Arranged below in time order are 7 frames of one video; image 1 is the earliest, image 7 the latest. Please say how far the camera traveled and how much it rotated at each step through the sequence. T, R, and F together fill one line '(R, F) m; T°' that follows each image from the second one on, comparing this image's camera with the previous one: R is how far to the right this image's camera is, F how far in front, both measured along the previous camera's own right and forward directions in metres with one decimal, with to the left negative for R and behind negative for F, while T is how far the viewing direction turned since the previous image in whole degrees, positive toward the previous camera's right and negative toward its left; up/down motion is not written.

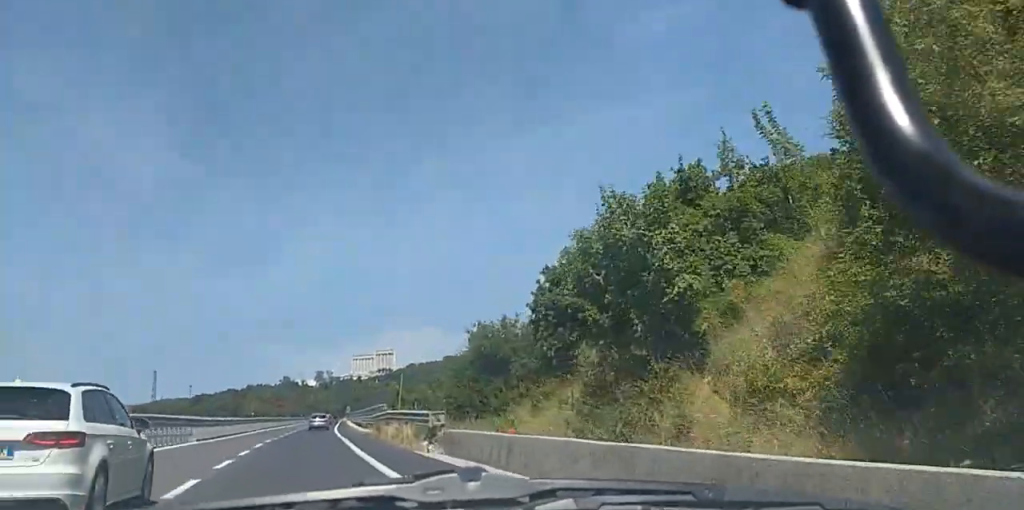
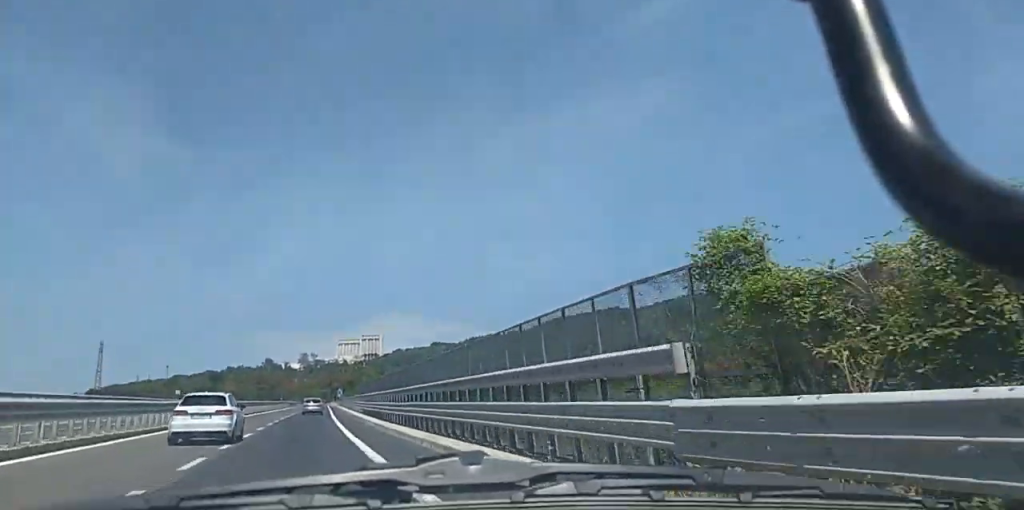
(+1.2, +40.0) m; +3°
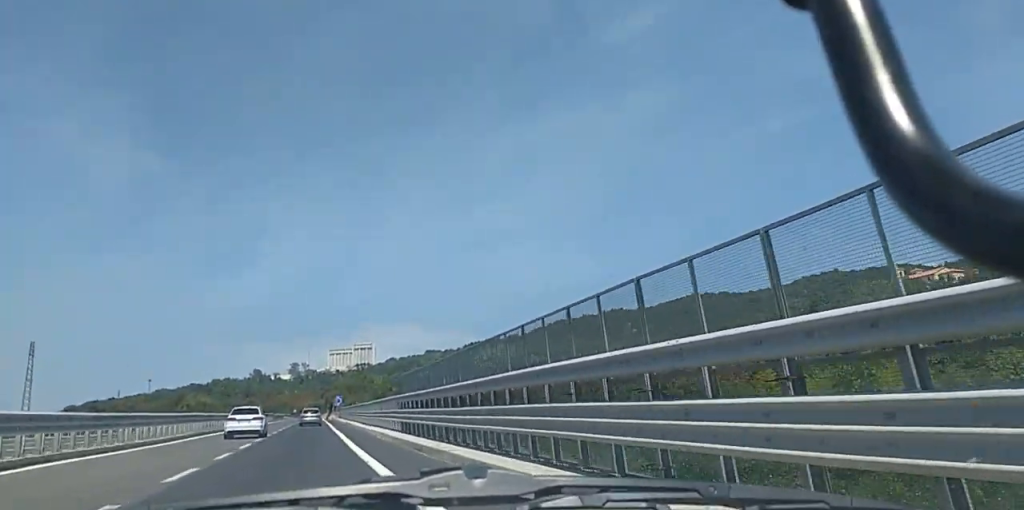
(+0.5, +36.4) m; 0°
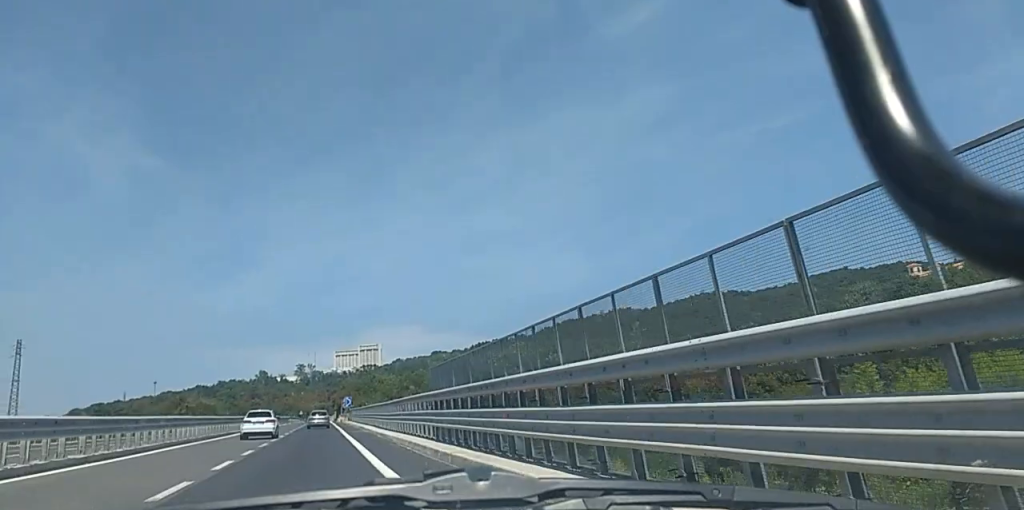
(-0.1, +9.5) m; -1°
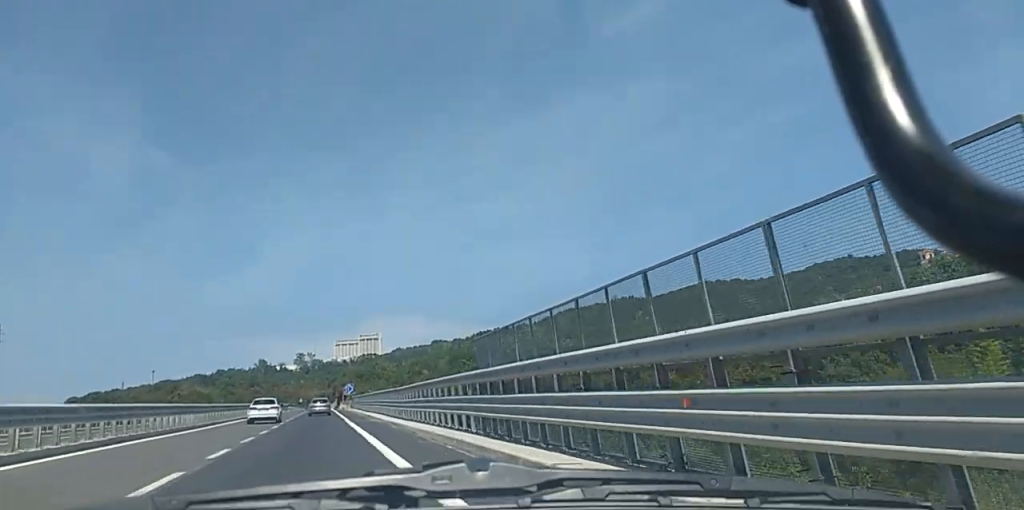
(0.0, +8.7) m; -1°
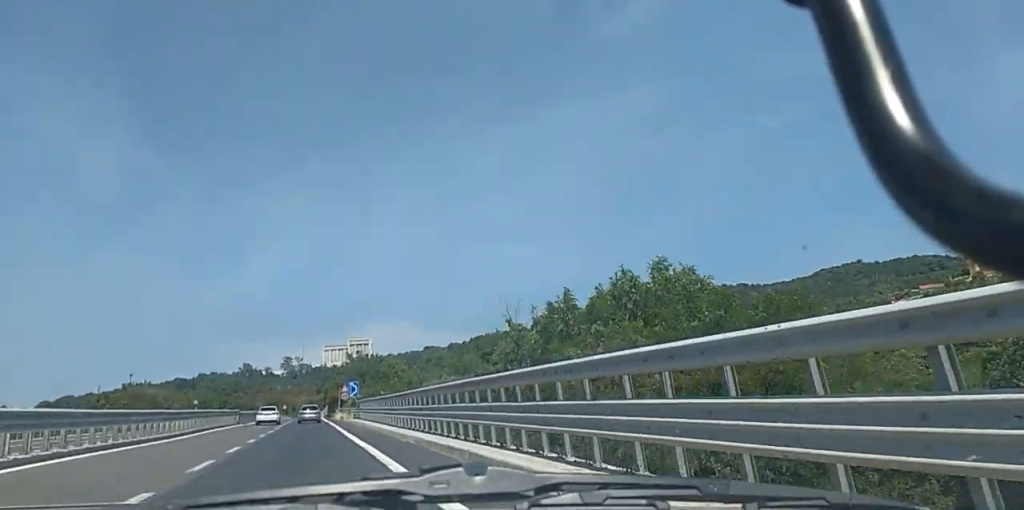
(+1.3, +37.2) m; +3°
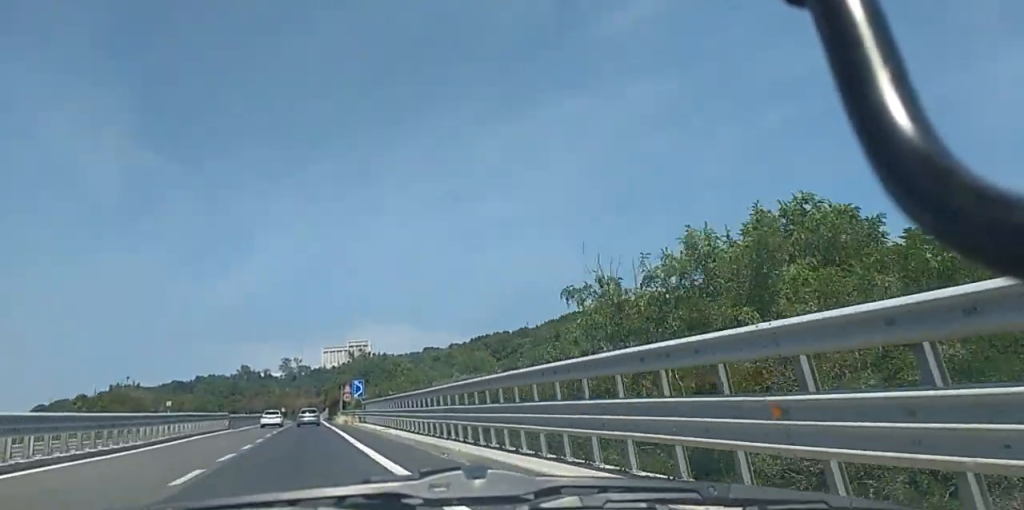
(0.0, +8.9) m; 0°
